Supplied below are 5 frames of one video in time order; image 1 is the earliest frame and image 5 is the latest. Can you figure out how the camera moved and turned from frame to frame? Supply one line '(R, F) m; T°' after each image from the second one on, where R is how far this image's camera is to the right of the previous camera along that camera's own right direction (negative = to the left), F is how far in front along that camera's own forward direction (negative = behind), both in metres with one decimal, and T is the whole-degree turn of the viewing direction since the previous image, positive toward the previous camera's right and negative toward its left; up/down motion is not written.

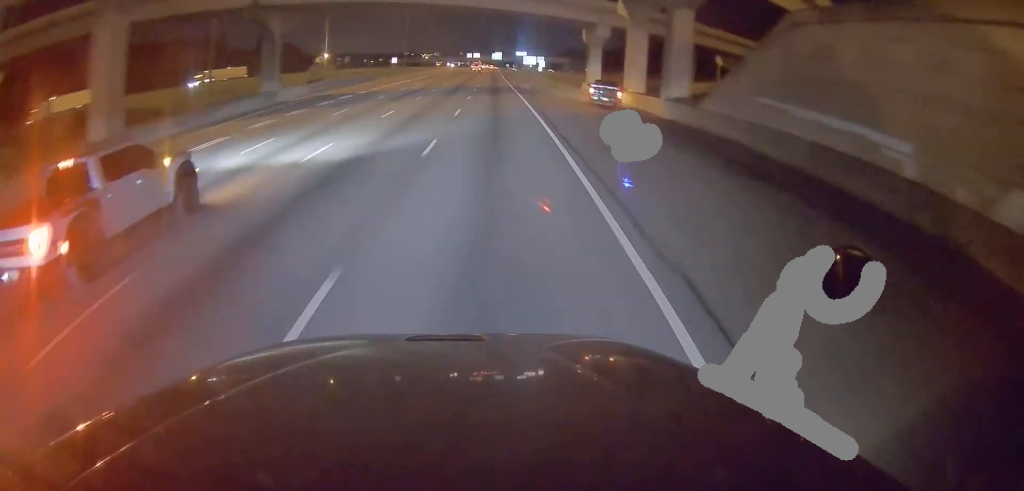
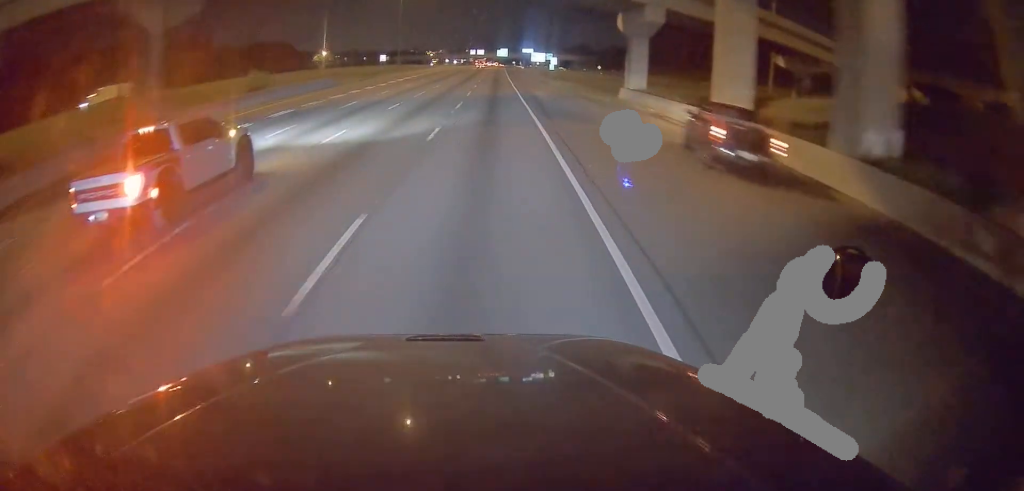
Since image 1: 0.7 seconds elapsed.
(-0.1, +21.3) m; -1°
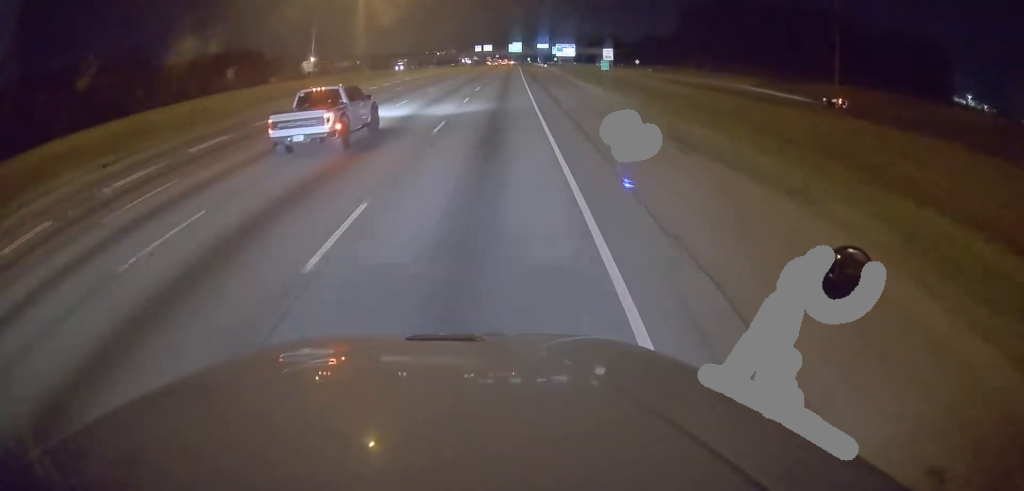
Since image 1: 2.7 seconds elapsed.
(-1.6, +58.2) m; -2°
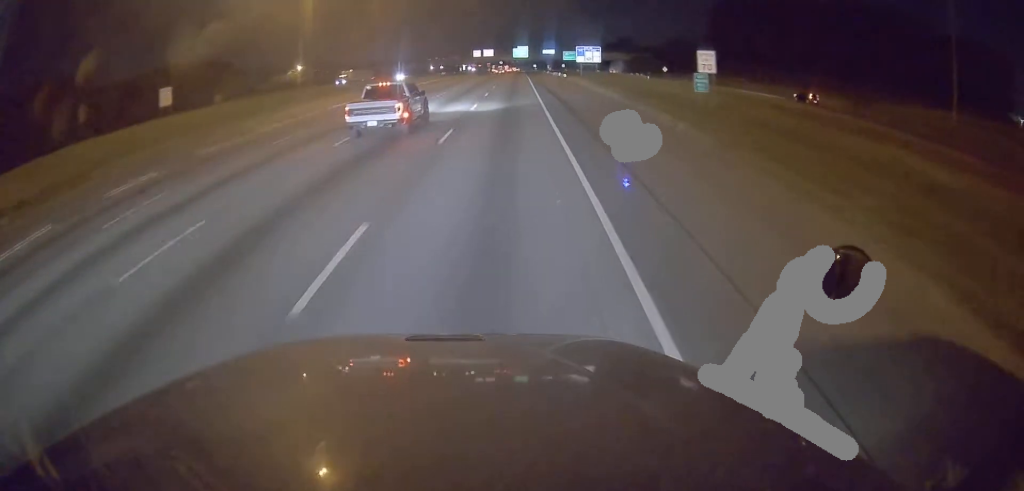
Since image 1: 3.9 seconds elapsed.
(+0.2, +37.2) m; 0°
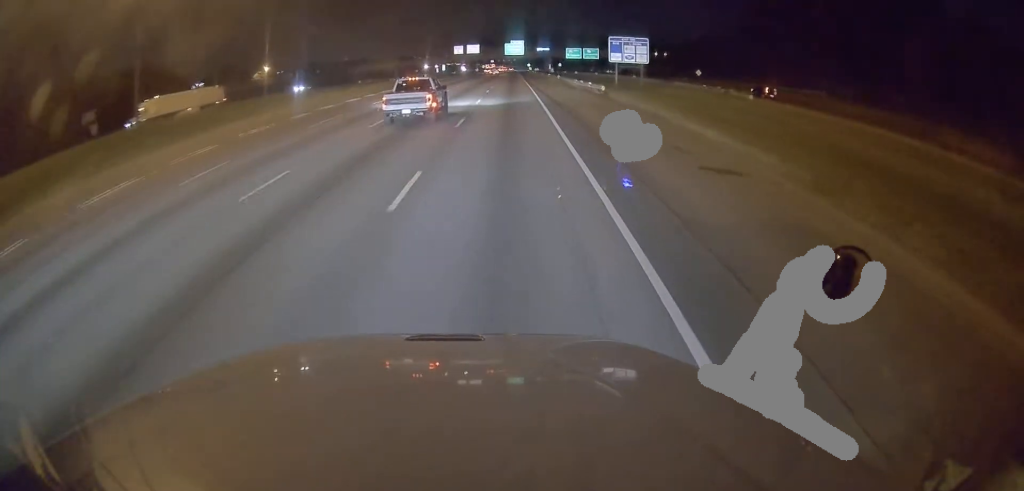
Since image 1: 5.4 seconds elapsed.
(-0.5, +45.1) m; 0°
